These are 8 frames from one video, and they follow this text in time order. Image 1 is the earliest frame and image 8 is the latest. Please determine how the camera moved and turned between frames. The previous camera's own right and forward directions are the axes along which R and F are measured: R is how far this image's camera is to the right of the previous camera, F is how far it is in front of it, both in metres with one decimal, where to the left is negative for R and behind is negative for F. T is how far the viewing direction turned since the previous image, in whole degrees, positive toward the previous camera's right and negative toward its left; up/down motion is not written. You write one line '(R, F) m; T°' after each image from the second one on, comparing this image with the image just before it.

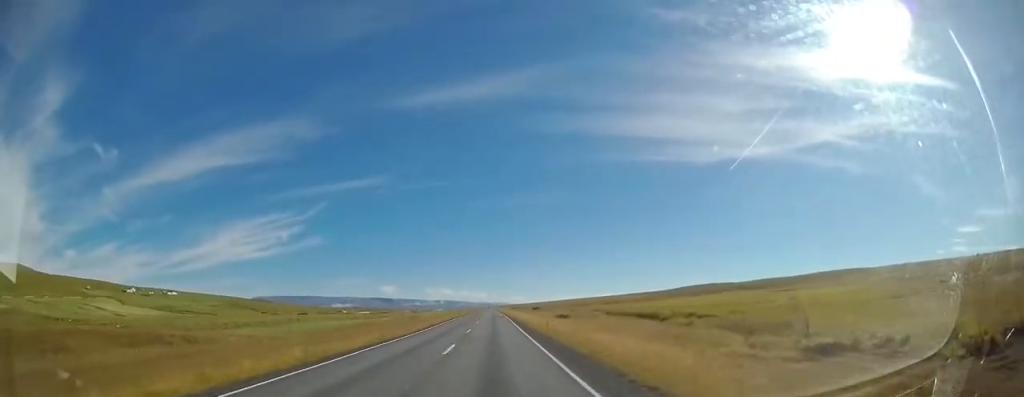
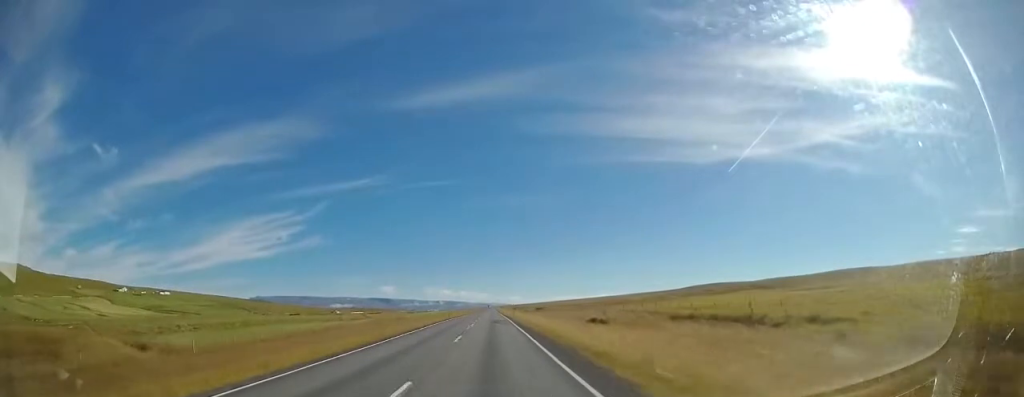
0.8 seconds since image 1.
(0.0, +19.1) m; +1°
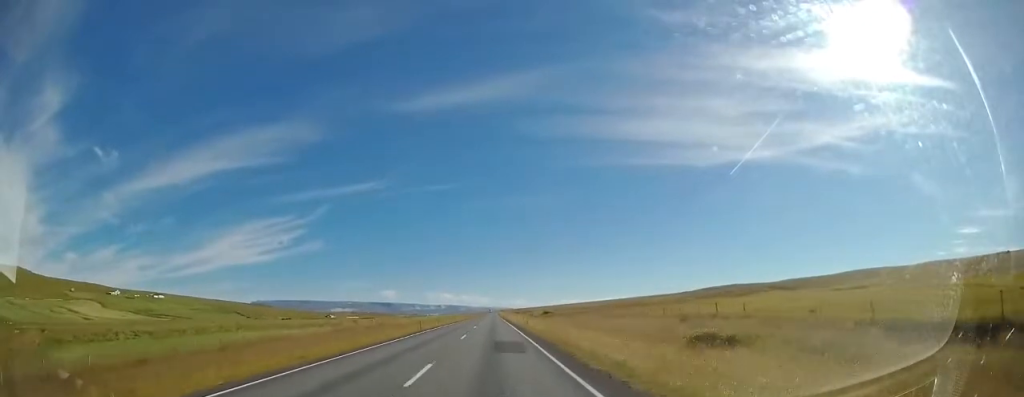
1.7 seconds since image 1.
(+0.2, +20.6) m; +1°
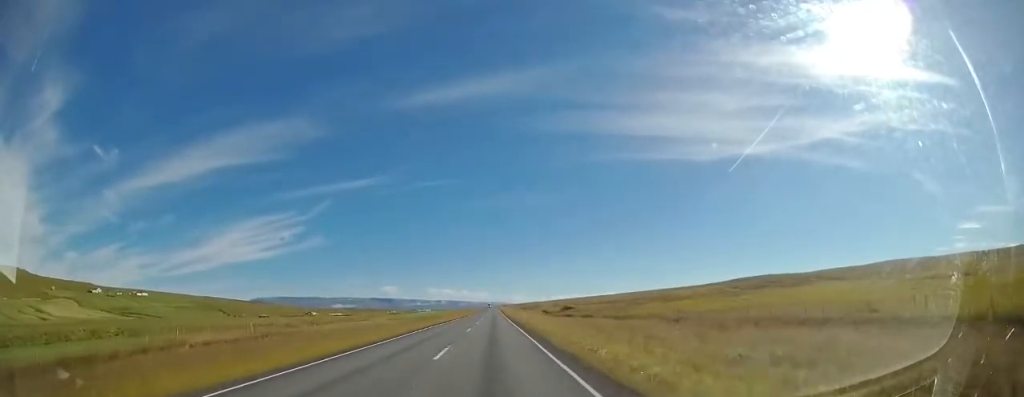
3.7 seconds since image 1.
(-0.5, +45.3) m; -1°
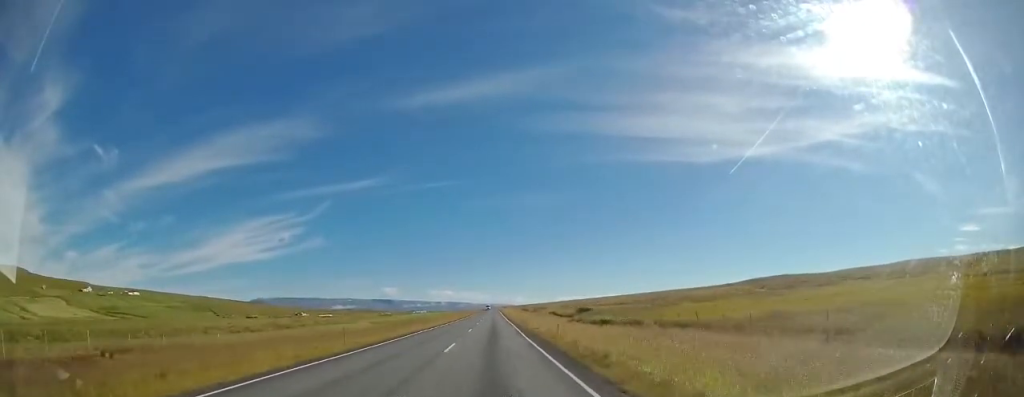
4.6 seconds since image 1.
(0.0, +21.5) m; 0°
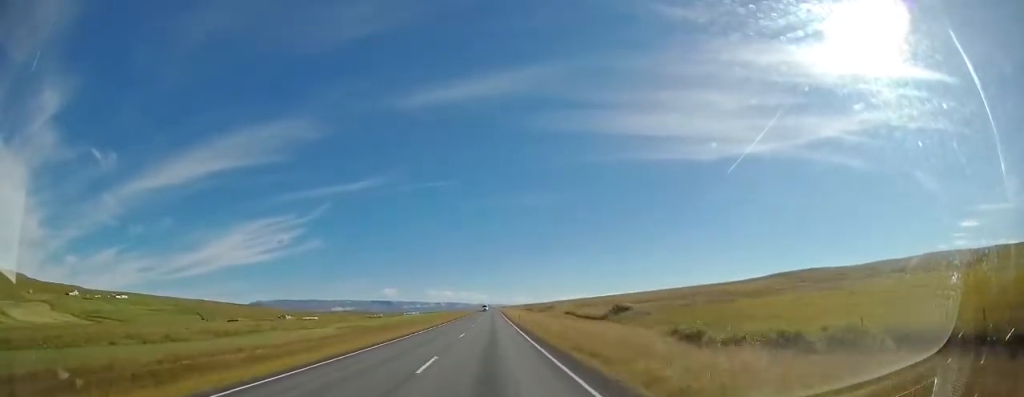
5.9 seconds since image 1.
(0.0, +28.3) m; 0°
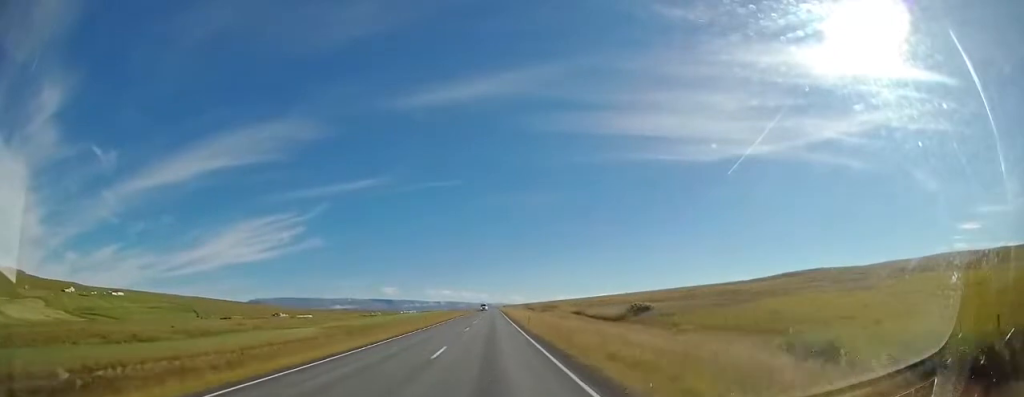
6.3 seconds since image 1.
(0.0, +9.1) m; 0°
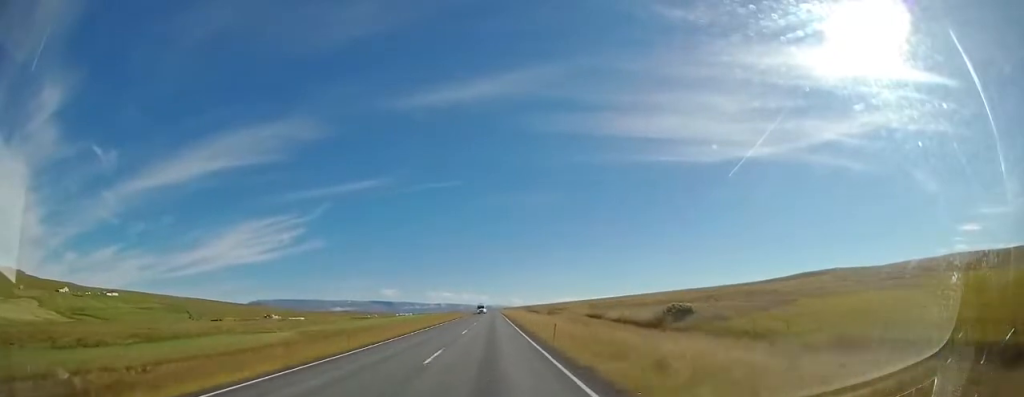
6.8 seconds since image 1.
(0.0, +13.0) m; 0°
